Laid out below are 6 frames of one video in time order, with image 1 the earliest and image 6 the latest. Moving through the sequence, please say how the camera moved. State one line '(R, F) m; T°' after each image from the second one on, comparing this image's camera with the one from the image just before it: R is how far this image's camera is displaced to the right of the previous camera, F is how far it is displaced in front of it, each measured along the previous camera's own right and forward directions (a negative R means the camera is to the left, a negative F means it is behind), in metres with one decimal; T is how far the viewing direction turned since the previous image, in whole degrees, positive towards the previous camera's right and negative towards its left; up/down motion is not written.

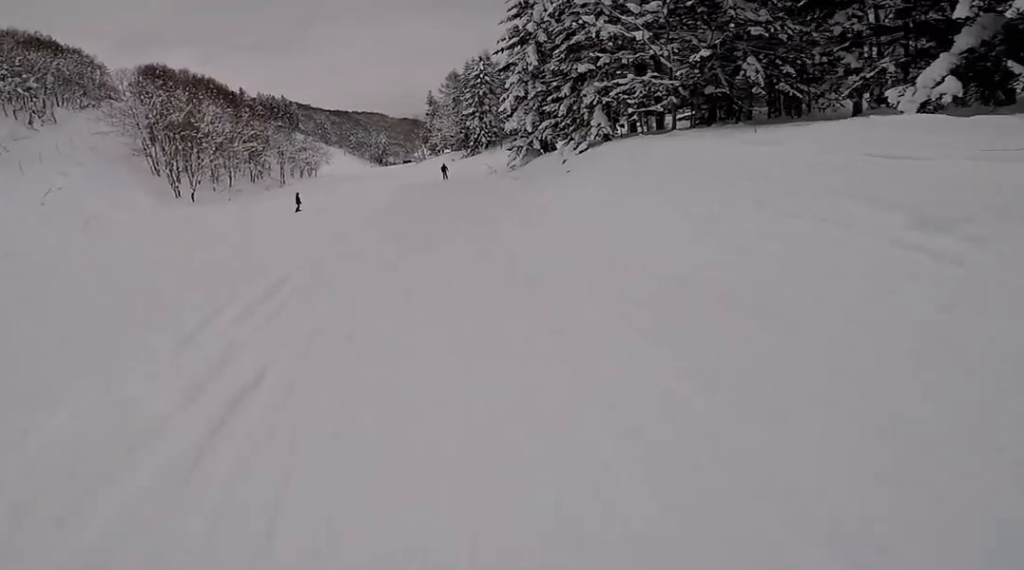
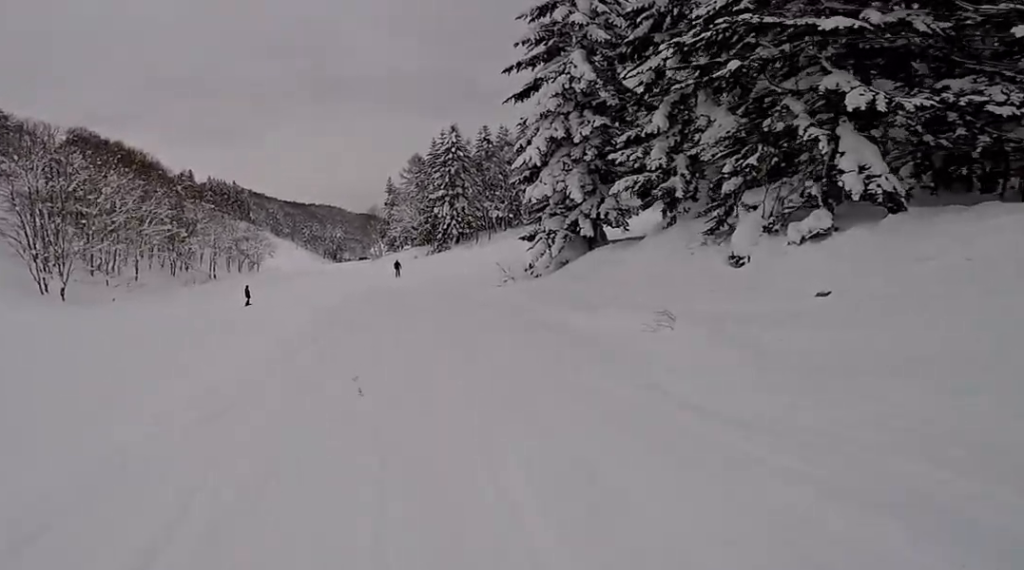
(+2.6, +17.8) m; +12°
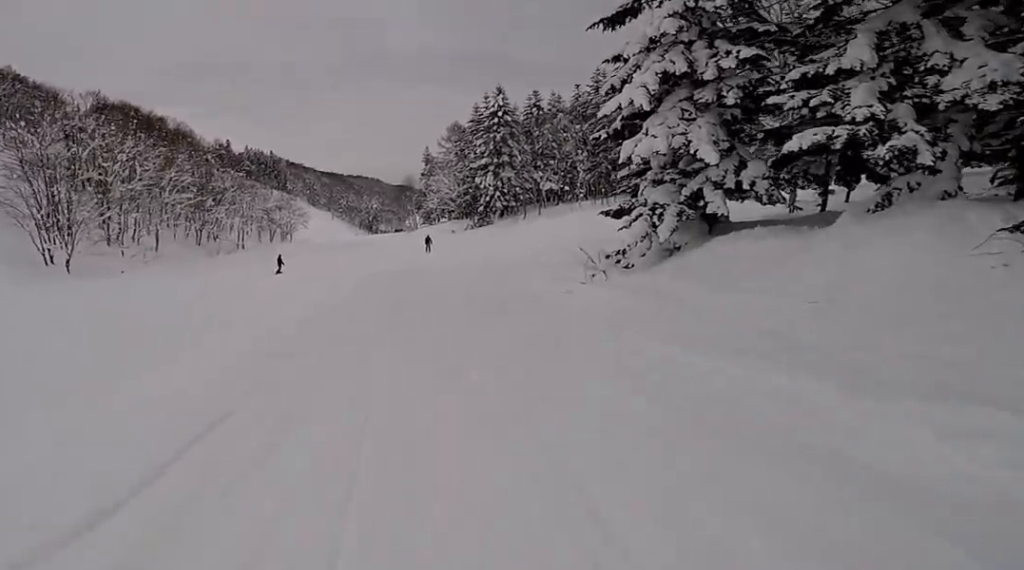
(+0.2, +6.4) m; -2°
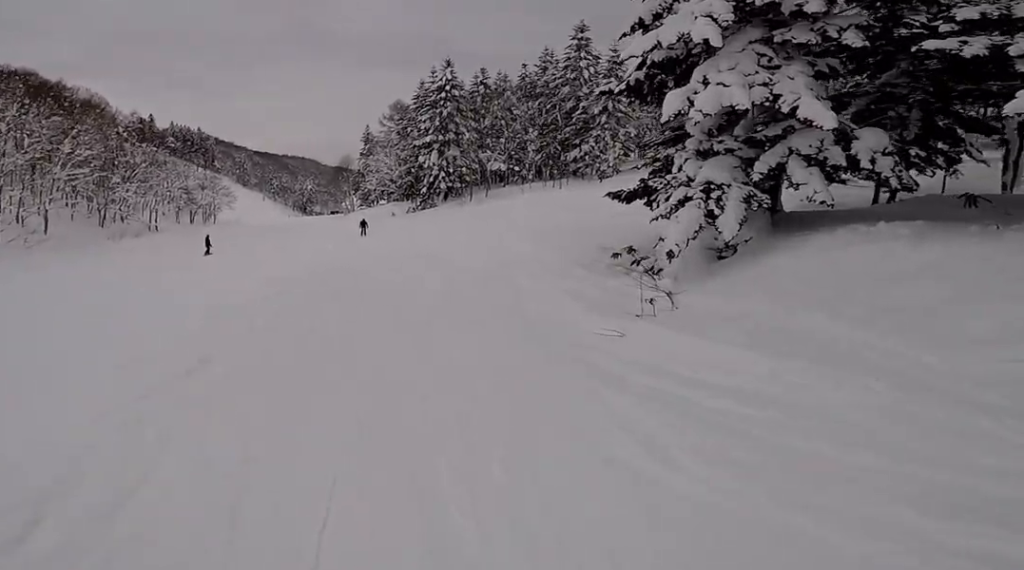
(-0.3, +6.3) m; -3°
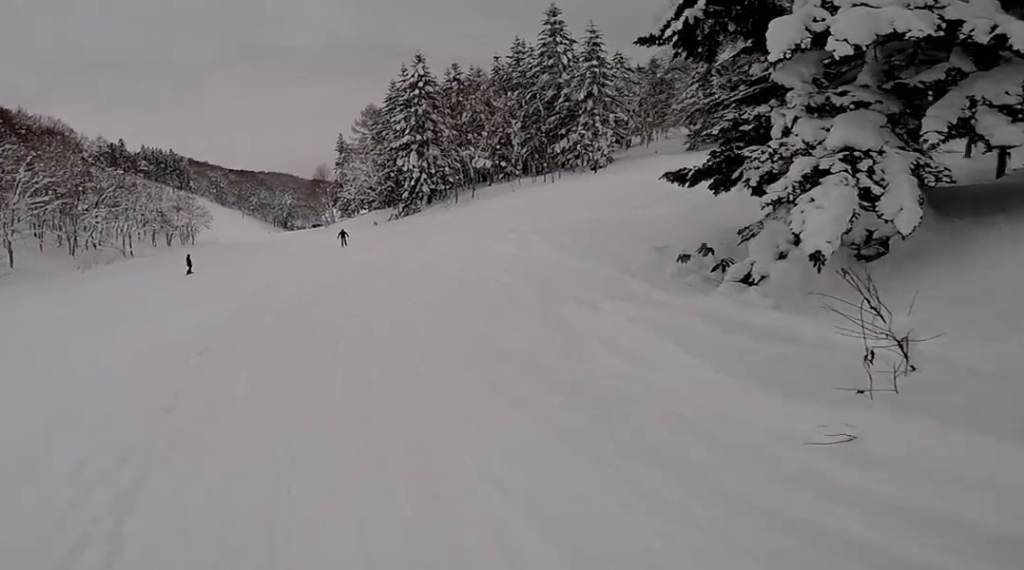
(-0.5, +3.9) m; 0°
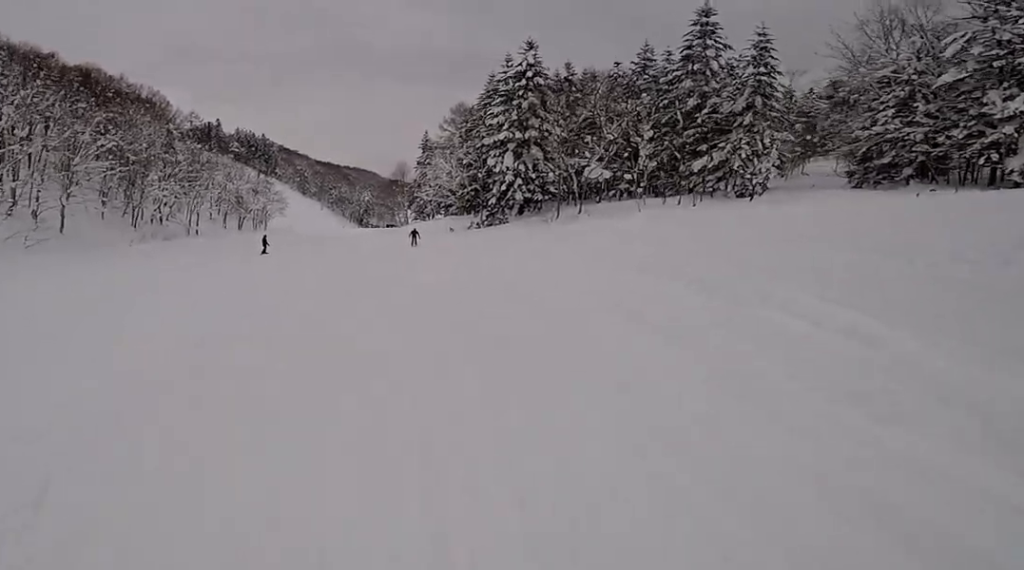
(+0.7, +8.2) m; -2°
